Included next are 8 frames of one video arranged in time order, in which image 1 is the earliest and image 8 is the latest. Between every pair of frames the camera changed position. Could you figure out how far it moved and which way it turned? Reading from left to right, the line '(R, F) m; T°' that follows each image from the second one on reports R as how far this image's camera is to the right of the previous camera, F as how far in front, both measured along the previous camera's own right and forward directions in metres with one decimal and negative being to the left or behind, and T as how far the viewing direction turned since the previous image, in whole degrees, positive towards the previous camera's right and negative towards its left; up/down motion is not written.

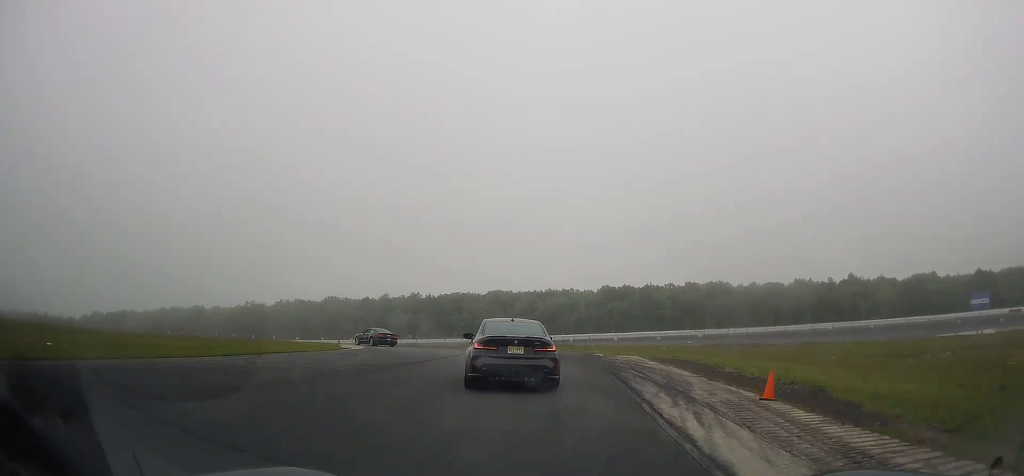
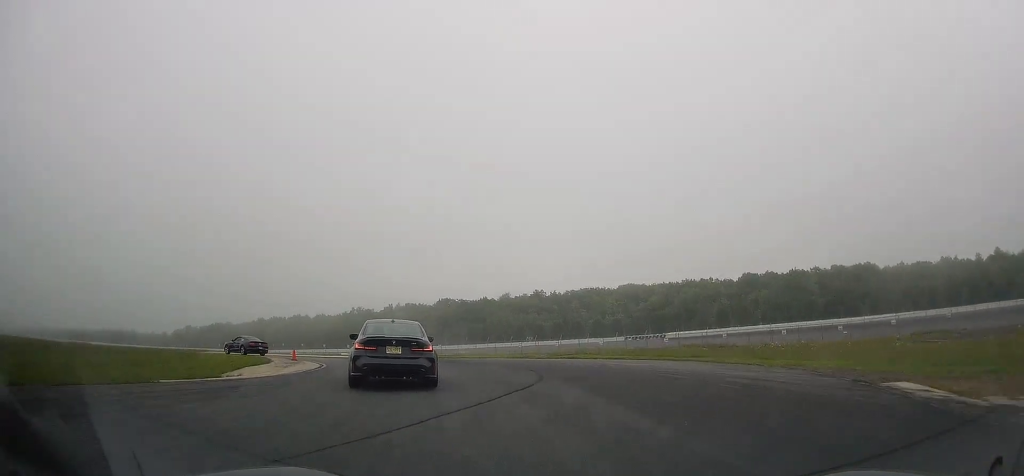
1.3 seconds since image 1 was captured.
(-2.3, +22.3) m; -17°
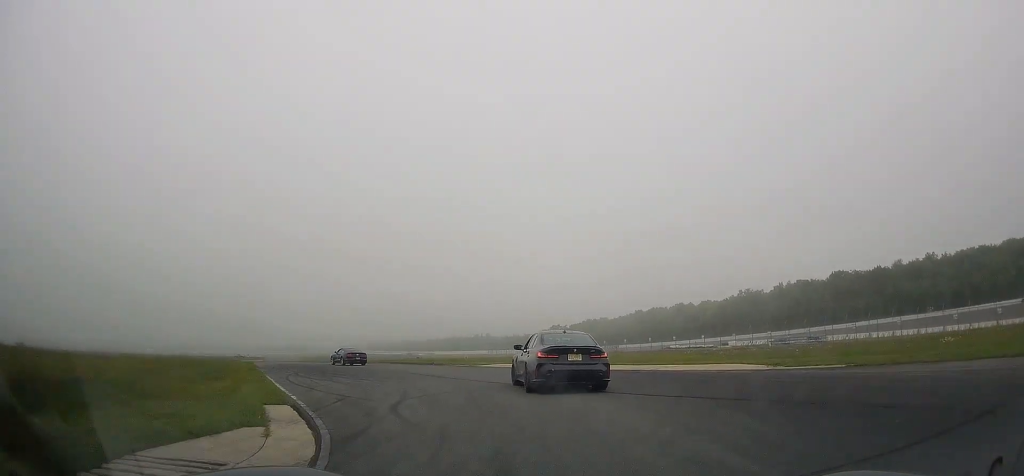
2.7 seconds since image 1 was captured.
(-6.6, +21.0) m; -34°
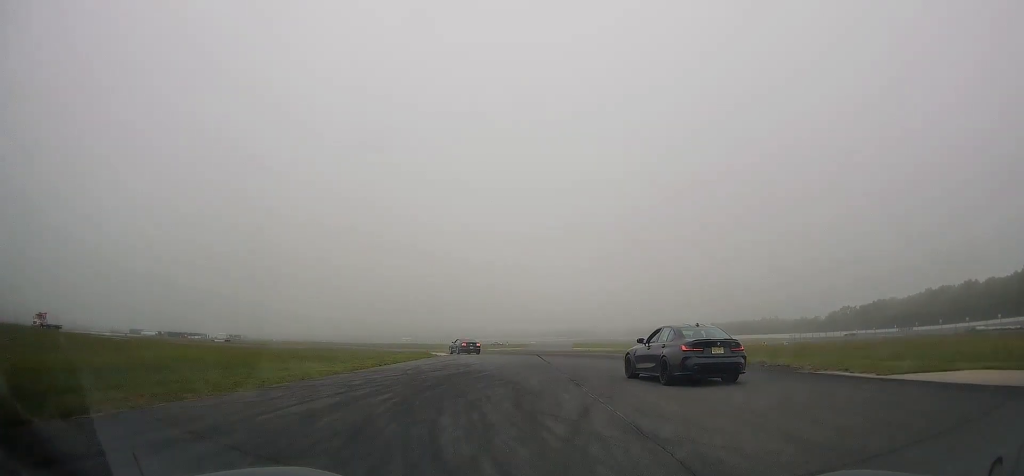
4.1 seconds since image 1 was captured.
(-6.3, +23.7) m; -25°
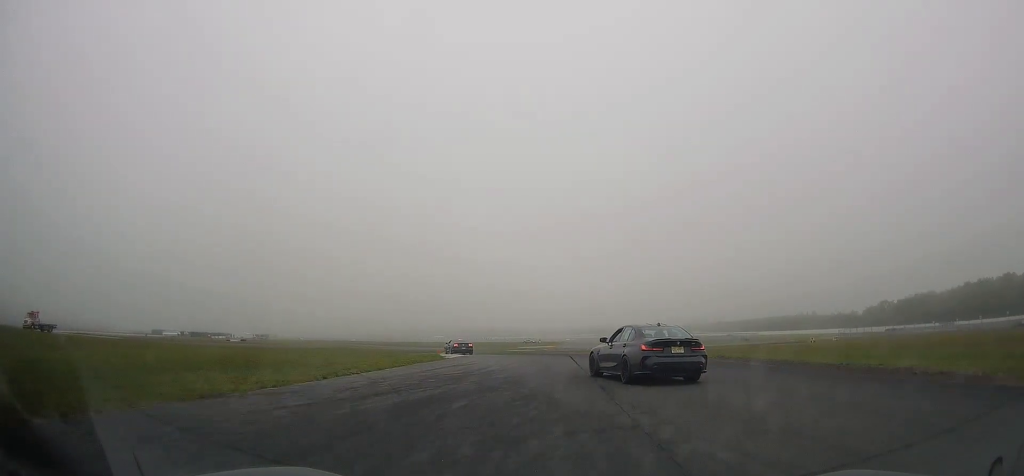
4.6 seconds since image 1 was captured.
(-0.7, +8.7) m; -4°
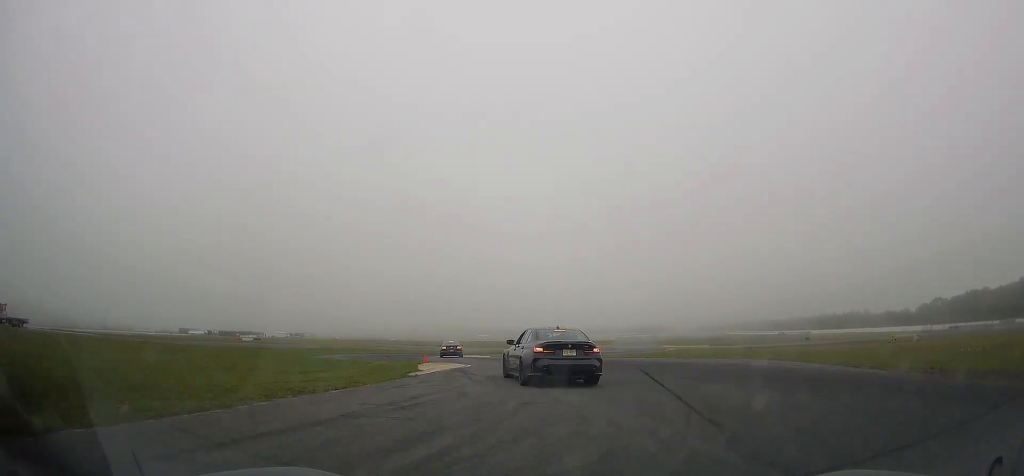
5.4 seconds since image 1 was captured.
(-0.9, +15.7) m; -6°
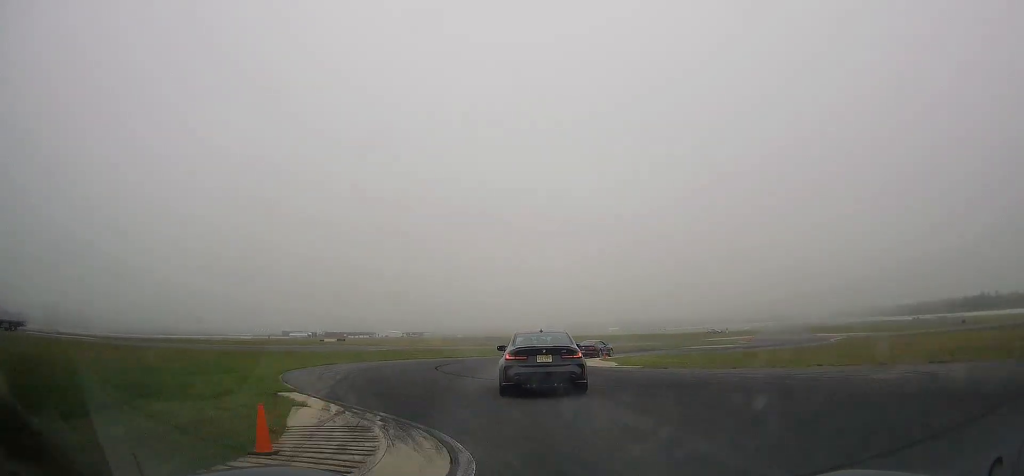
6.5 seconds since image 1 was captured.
(-1.5, +21.2) m; -8°
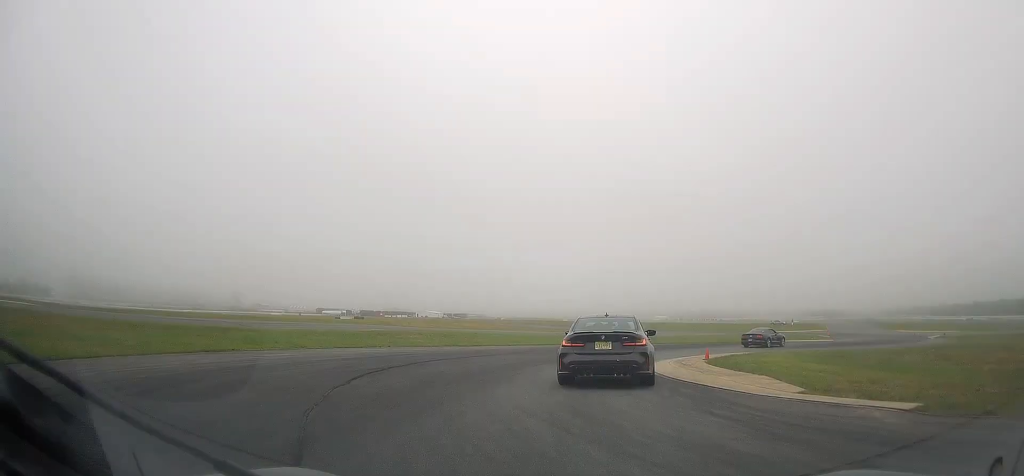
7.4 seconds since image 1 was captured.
(-1.1, +16.2) m; -2°
